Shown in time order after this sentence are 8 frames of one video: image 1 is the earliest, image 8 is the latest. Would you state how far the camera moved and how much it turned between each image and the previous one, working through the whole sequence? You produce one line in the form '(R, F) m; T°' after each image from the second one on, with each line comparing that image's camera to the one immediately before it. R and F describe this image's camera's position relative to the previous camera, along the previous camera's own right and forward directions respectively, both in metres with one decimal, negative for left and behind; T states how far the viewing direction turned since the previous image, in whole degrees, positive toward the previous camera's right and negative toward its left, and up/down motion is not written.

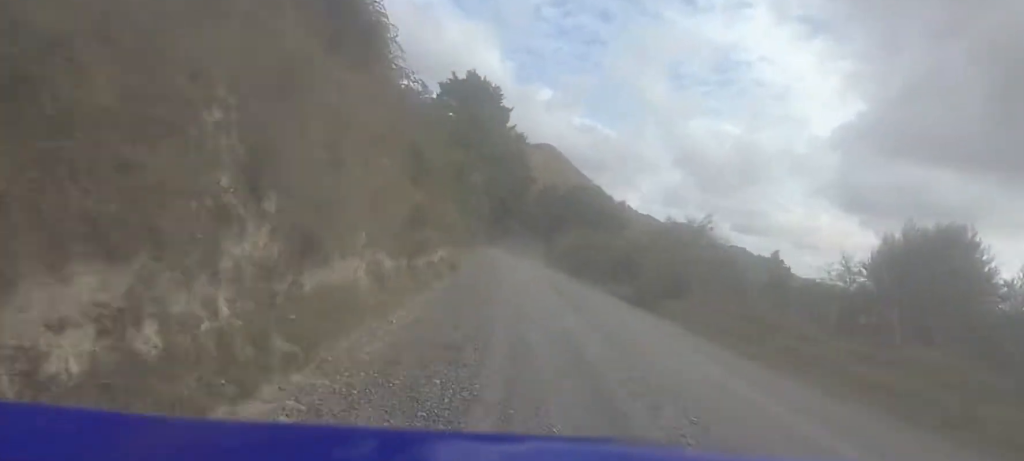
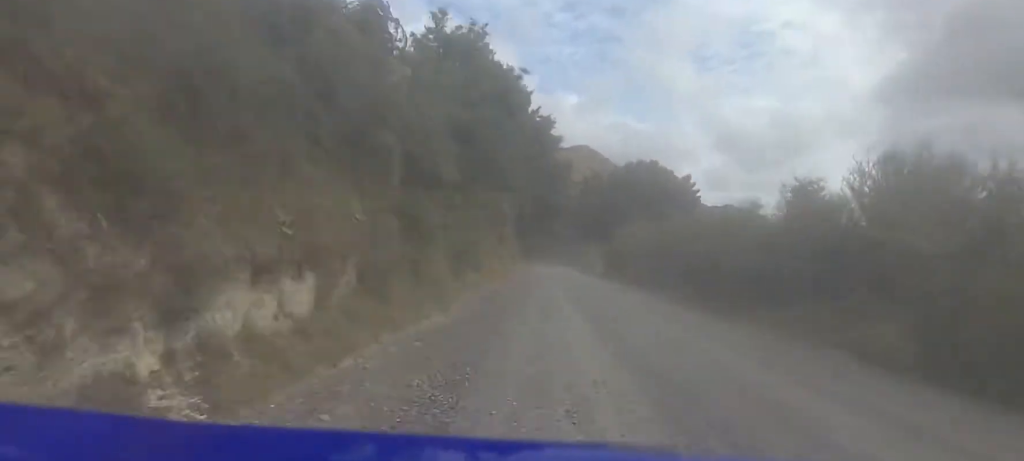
(+0.1, +12.5) m; -13°
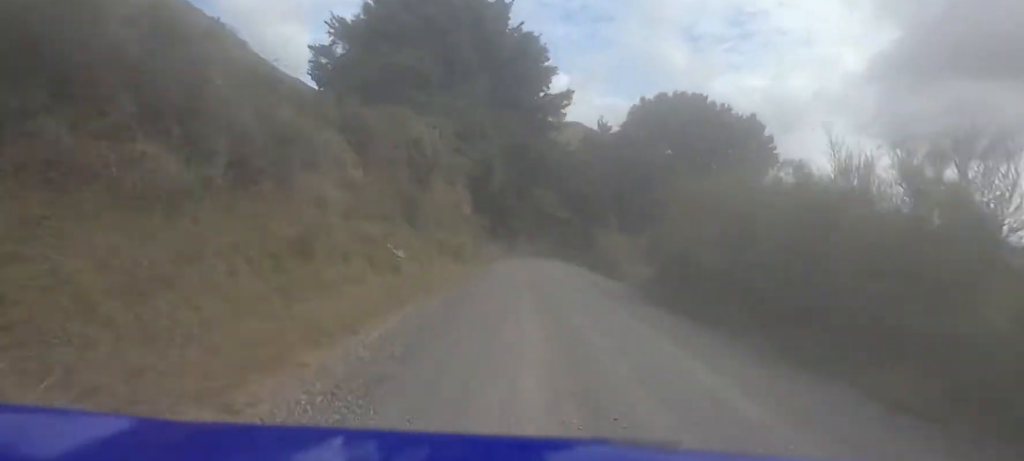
(-4.1, +14.0) m; -35°
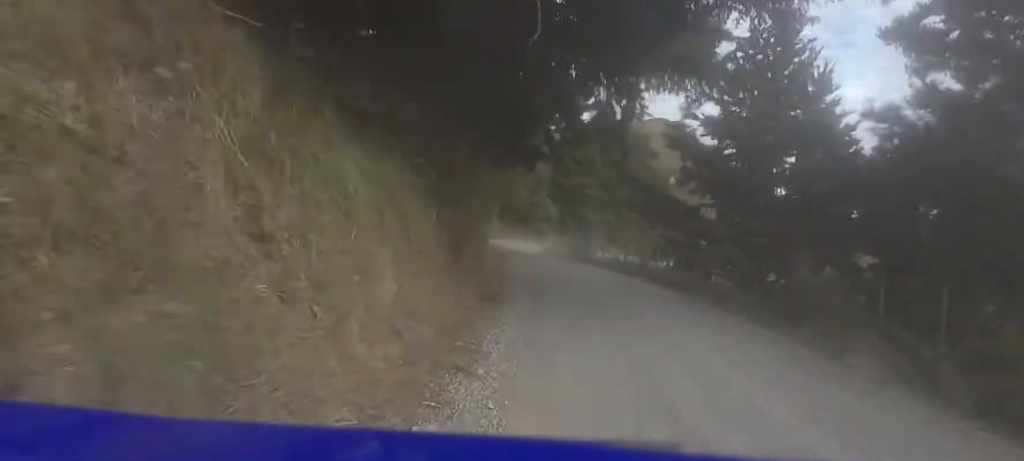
(-2.7, +20.2) m; +7°
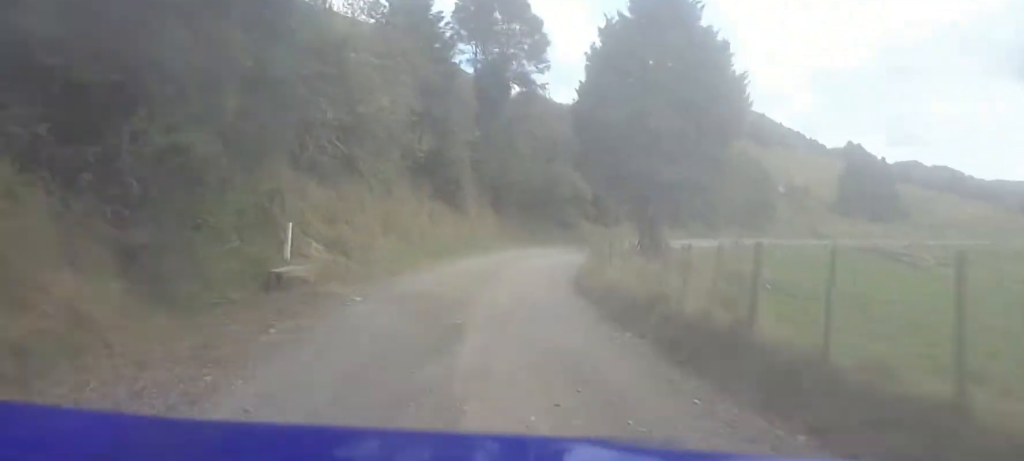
(+1.7, +28.2) m; +8°
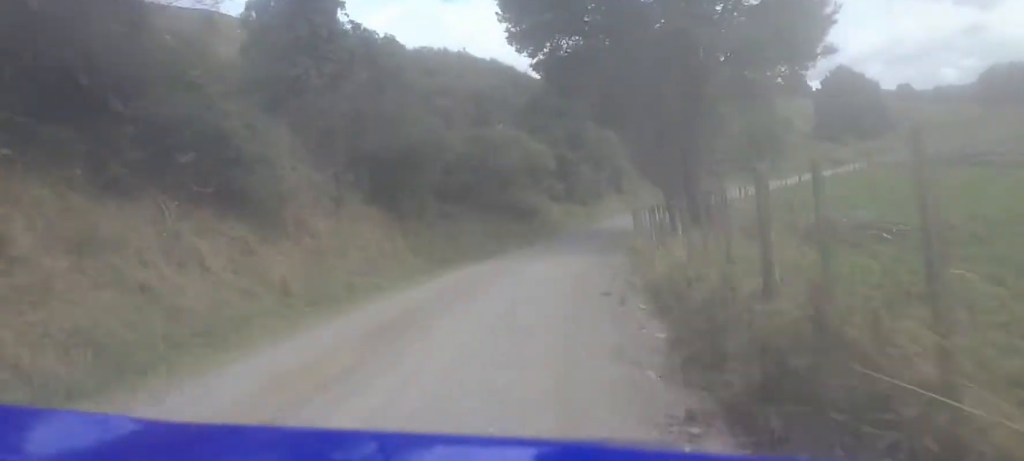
(+1.3, +18.5) m; +12°
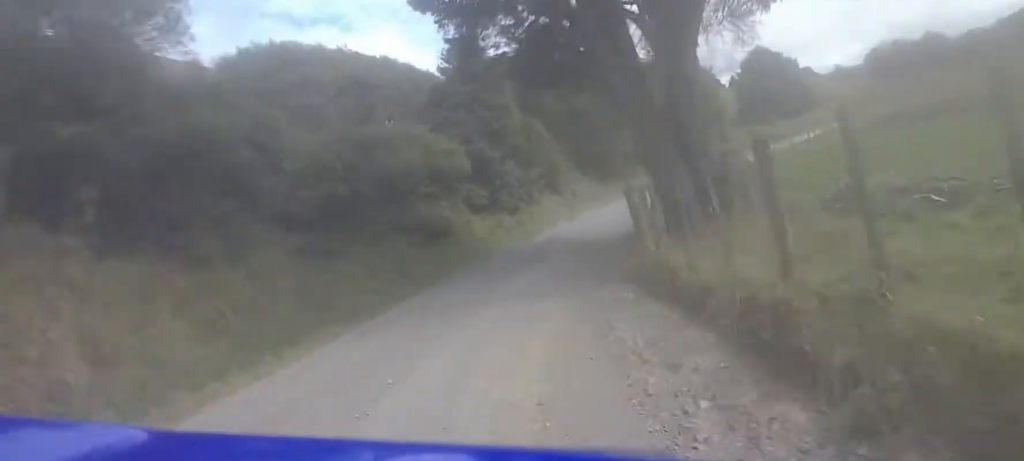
(+0.9, +9.0) m; +8°
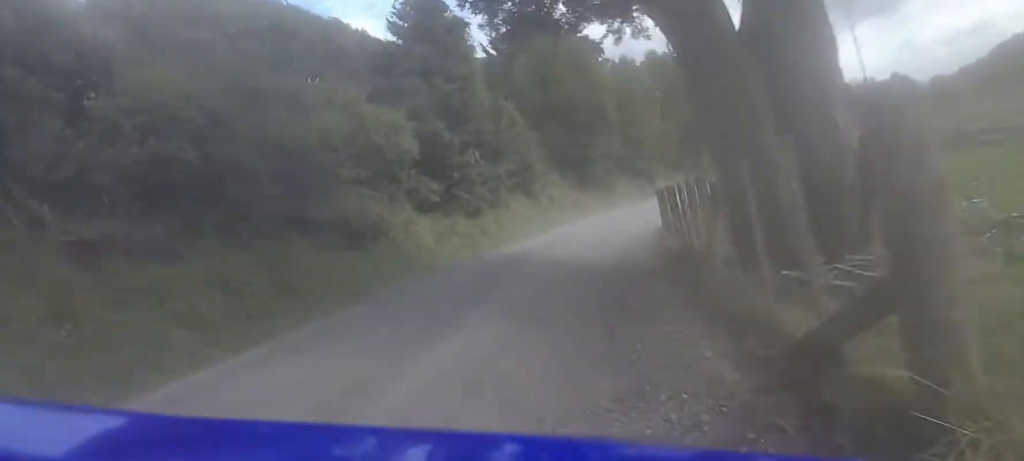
(-0.1, +6.5) m; +6°
